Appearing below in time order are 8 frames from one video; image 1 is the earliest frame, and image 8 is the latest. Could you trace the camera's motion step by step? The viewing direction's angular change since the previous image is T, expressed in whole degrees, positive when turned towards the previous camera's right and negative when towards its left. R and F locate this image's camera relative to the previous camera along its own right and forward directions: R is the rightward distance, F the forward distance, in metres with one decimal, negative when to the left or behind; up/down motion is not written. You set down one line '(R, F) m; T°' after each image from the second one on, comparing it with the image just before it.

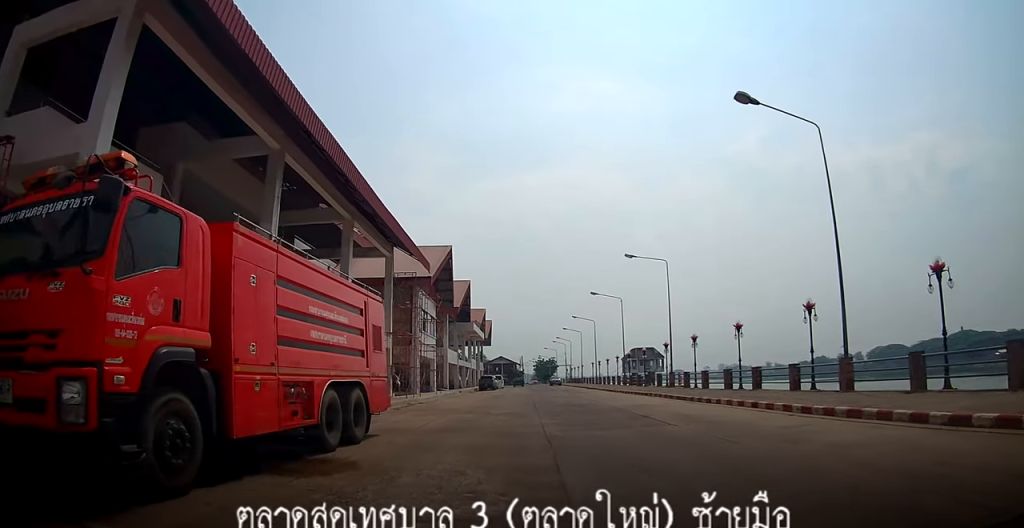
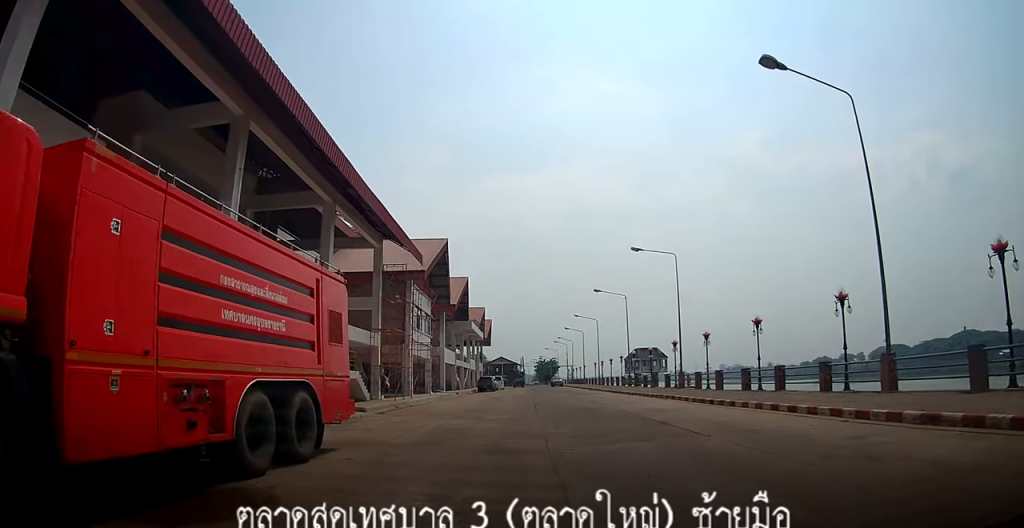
(0.0, +2.7) m; 0°
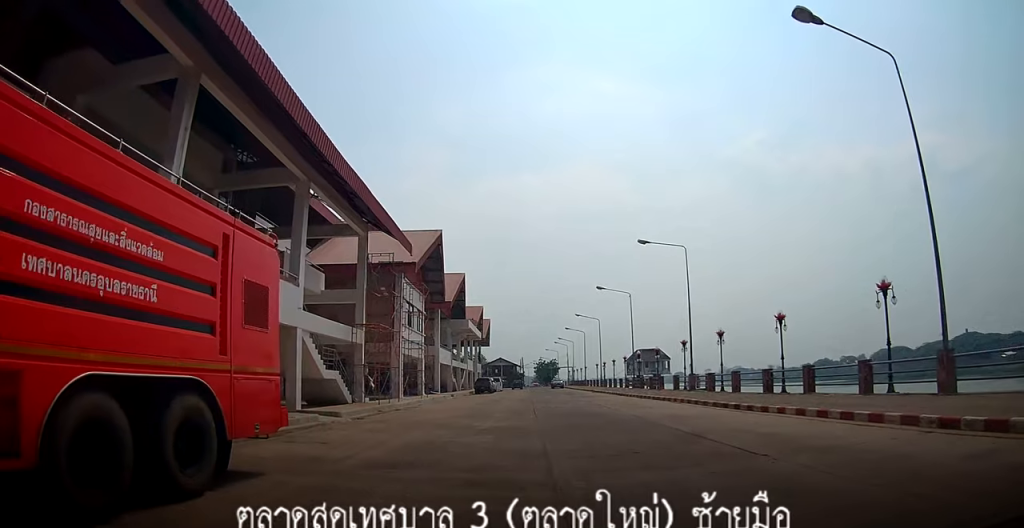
(0.0, +2.9) m; 0°
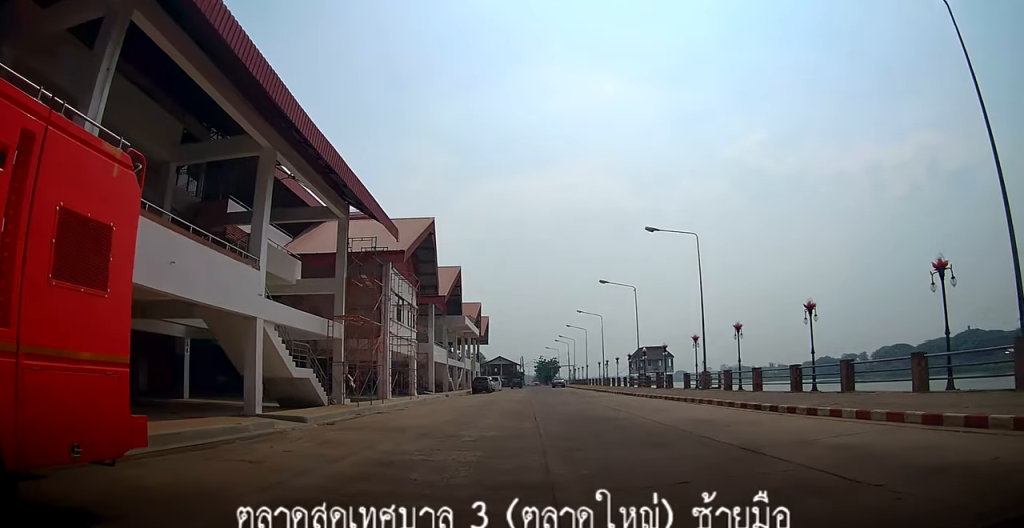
(0.0, +3.0) m; 0°
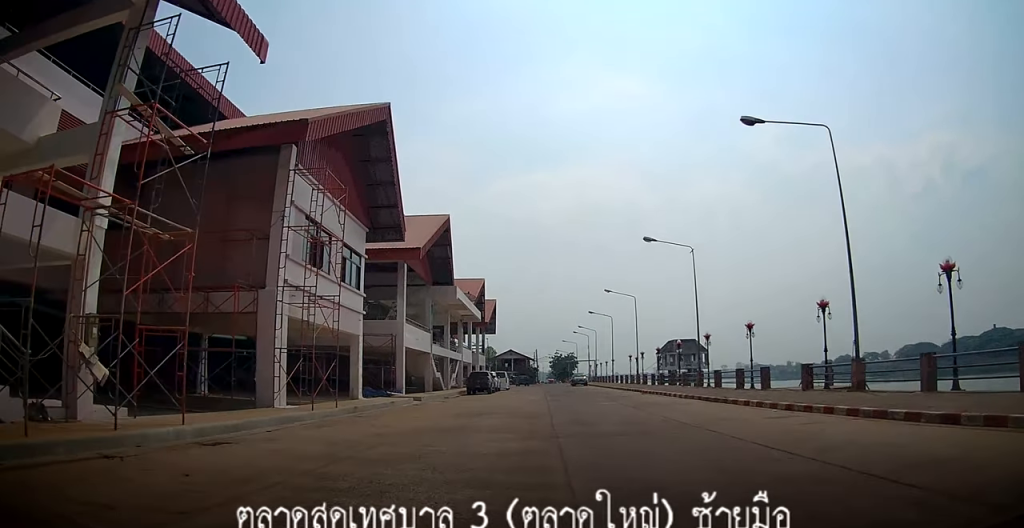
(+0.4, +15.9) m; +1°
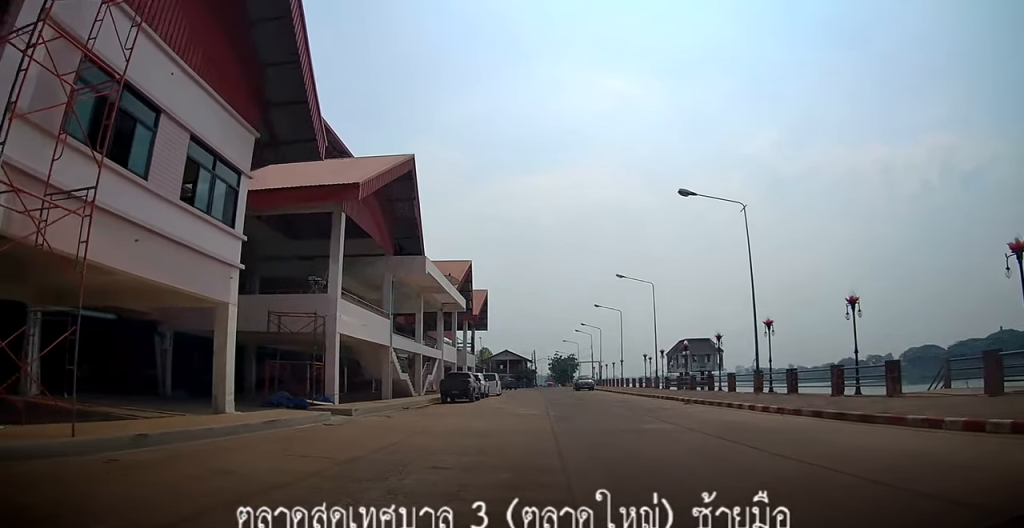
(0.0, +10.6) m; -2°
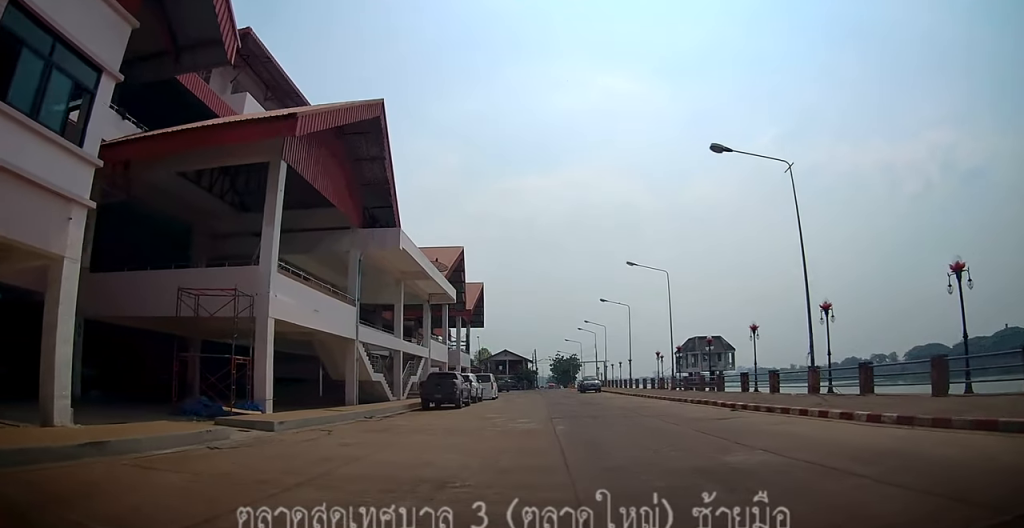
(-0.2, +5.5) m; -2°
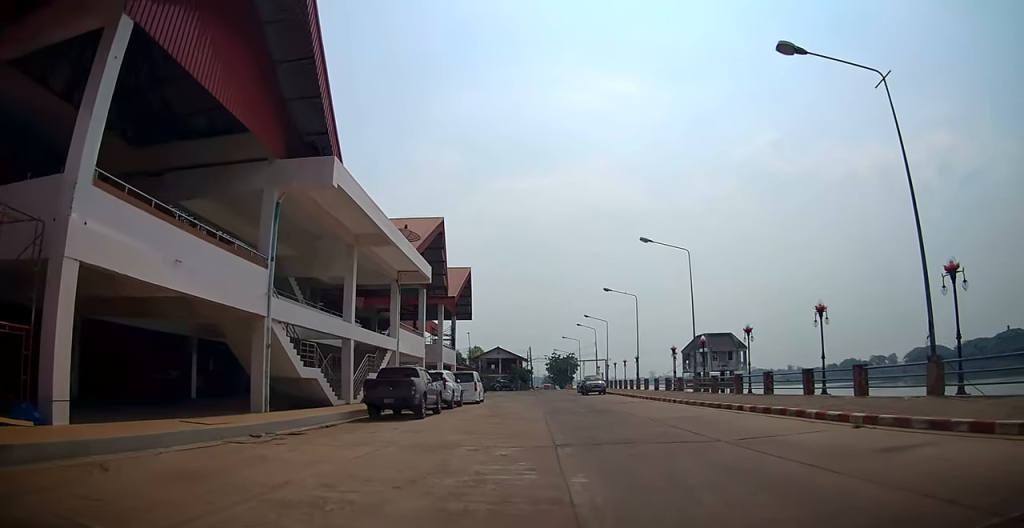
(+0.1, +7.3) m; +1°
